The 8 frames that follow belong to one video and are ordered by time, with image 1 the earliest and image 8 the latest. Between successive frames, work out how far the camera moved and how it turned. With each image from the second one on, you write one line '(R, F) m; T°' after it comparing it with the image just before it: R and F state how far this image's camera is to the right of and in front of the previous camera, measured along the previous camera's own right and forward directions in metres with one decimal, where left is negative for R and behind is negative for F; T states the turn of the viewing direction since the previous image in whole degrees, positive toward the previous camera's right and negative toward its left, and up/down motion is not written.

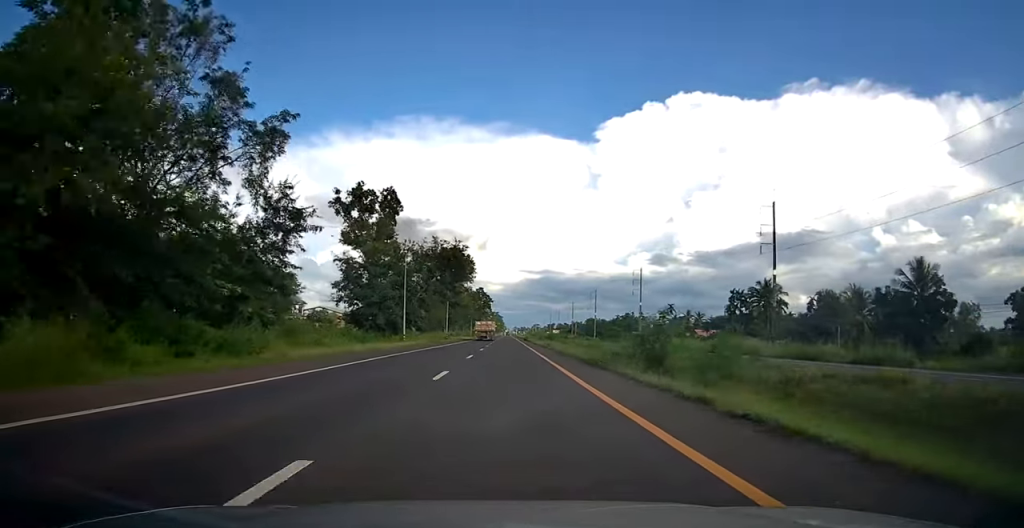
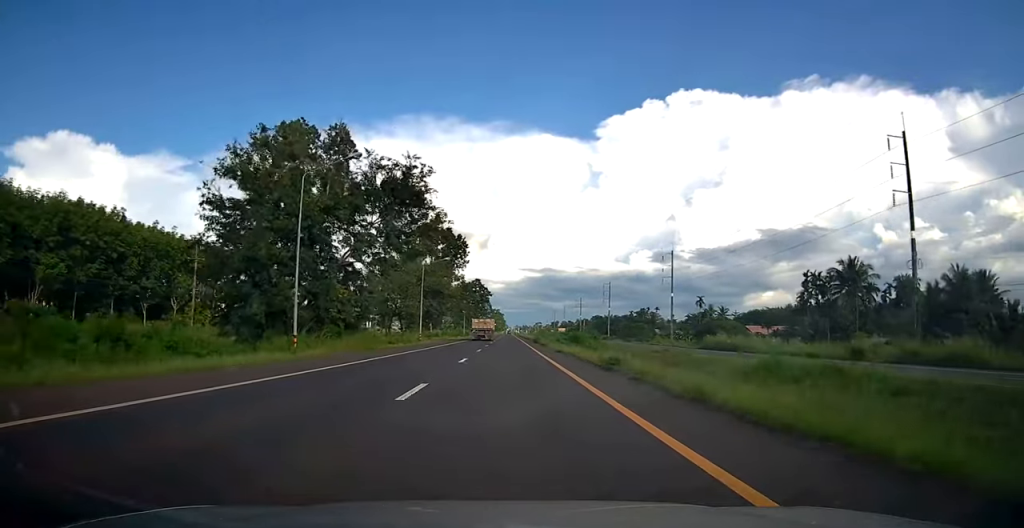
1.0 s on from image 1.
(-0.1, +28.2) m; 0°
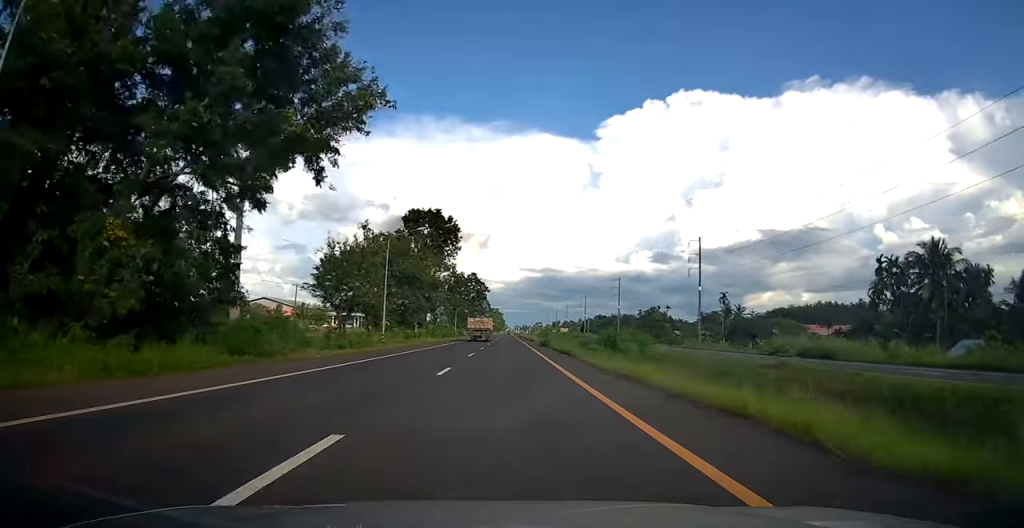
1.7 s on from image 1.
(0.0, +18.3) m; 0°
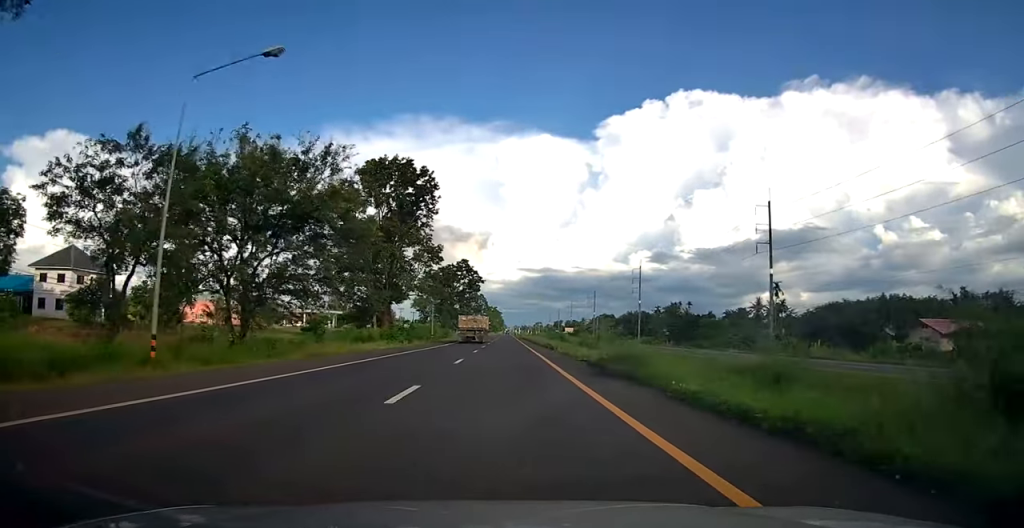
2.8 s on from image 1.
(0.0, +29.9) m; 0°
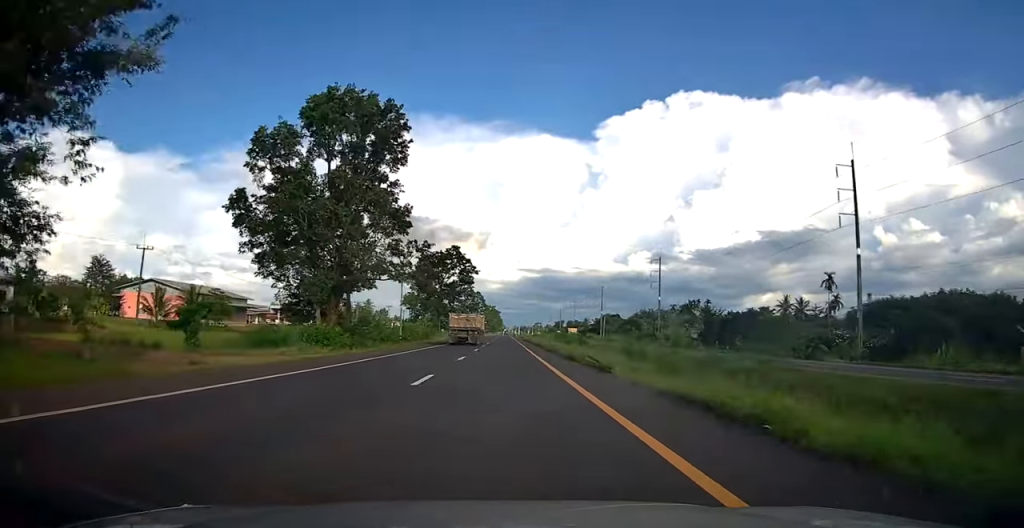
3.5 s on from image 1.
(0.0, +20.6) m; 0°
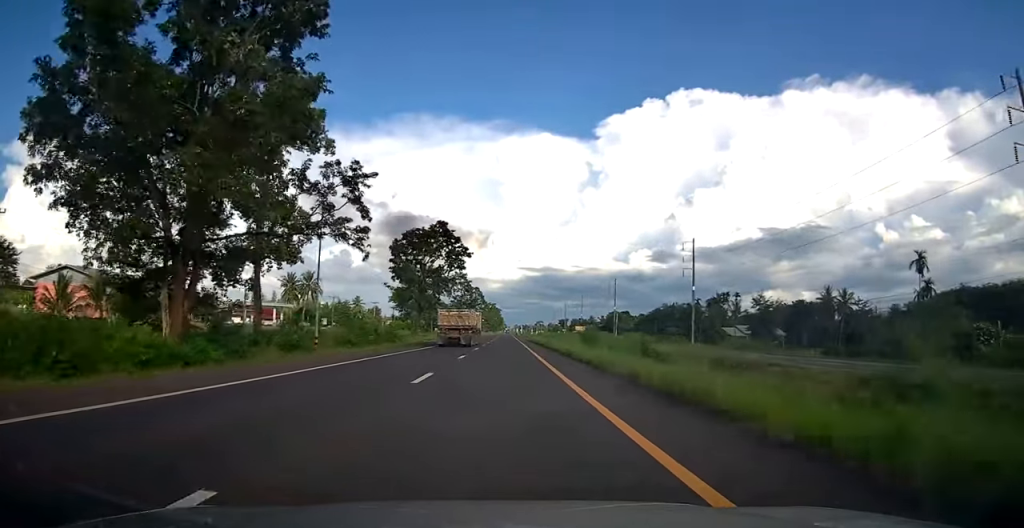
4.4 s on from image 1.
(0.0, +23.4) m; 0°
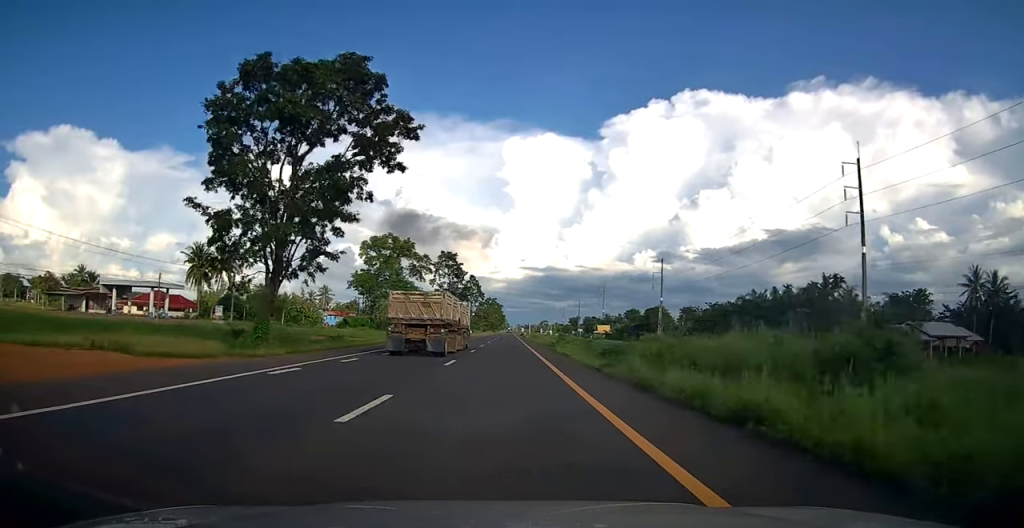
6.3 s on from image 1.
(-0.2, +53.4) m; 0°
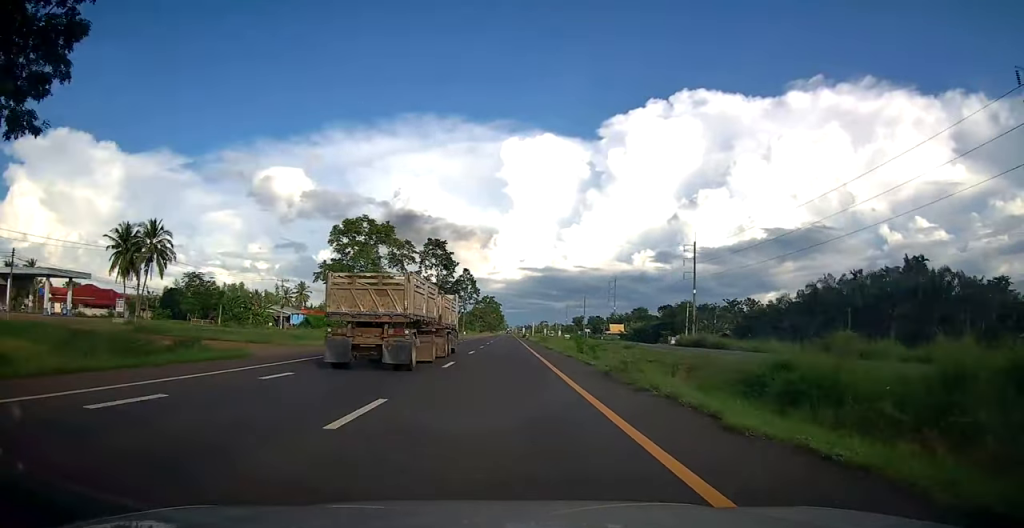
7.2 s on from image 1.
(0.0, +24.3) m; 0°
